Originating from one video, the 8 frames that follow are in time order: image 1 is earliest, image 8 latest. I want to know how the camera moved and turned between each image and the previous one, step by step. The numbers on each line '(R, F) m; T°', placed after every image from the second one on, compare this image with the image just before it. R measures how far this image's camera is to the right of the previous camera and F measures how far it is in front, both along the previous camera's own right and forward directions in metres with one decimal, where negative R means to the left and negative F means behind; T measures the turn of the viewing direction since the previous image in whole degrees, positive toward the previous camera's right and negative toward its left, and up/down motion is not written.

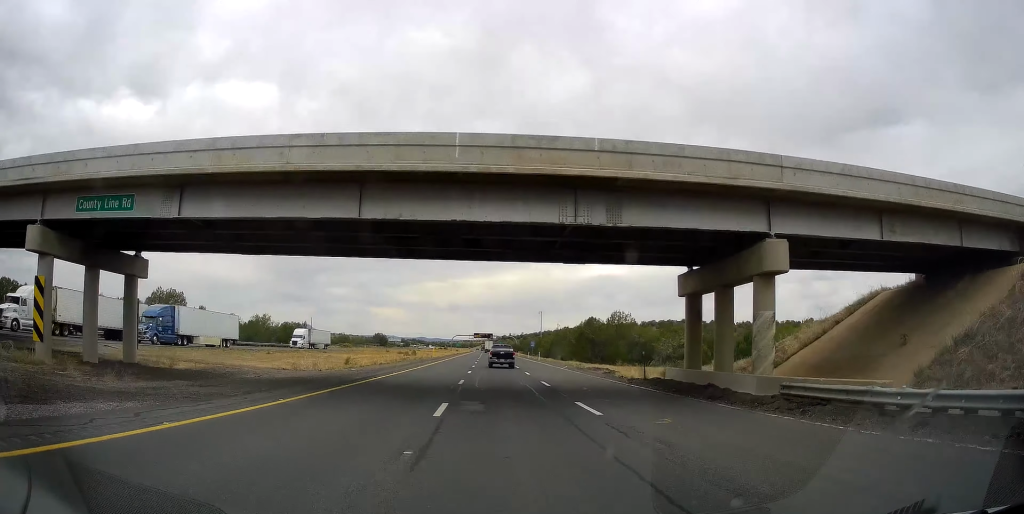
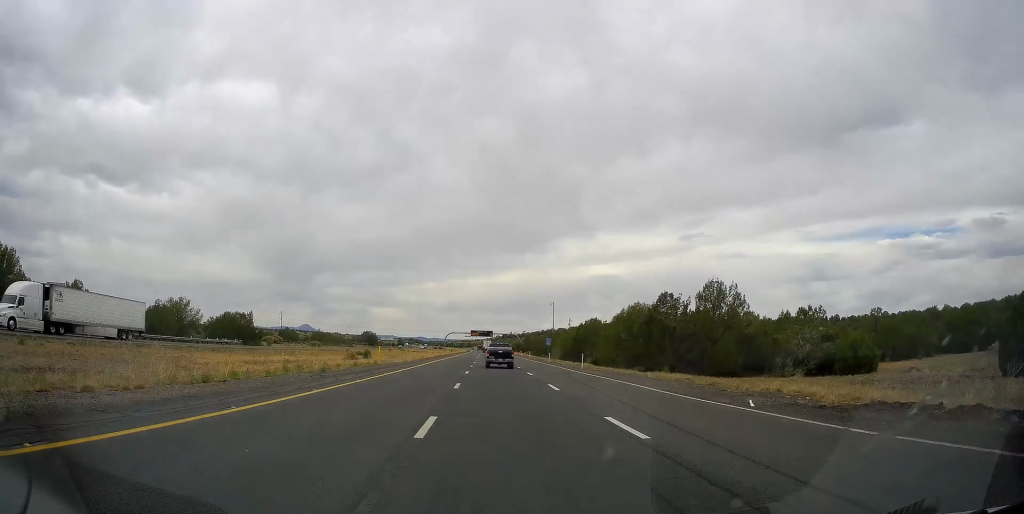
(-0.2, +39.3) m; 0°
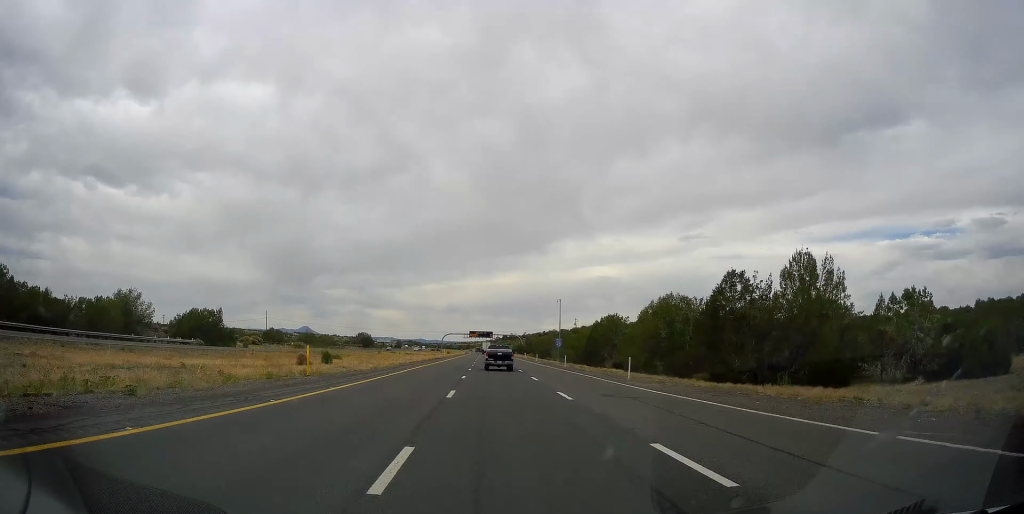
(+0.2, +15.7) m; 0°
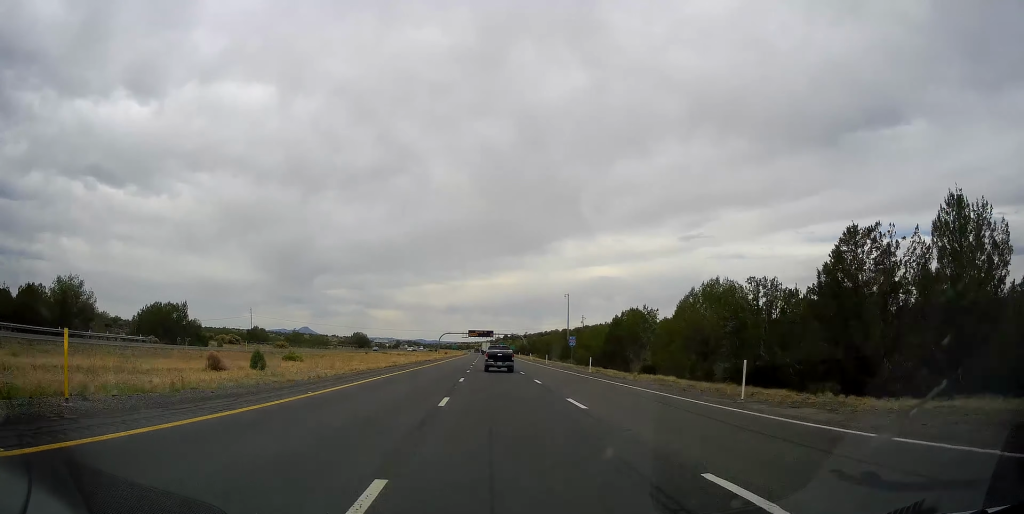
(0.0, +14.5) m; 0°
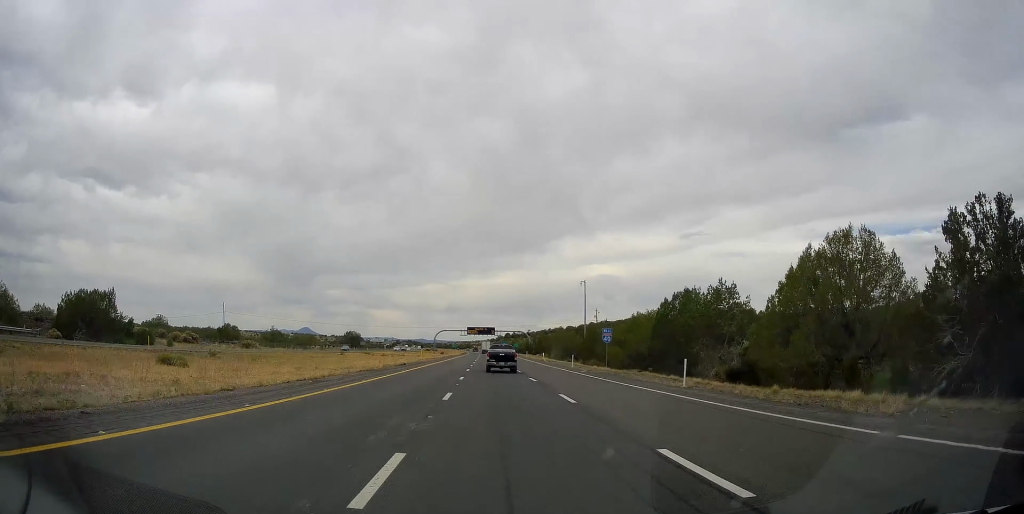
(-0.5, +22.5) m; 0°
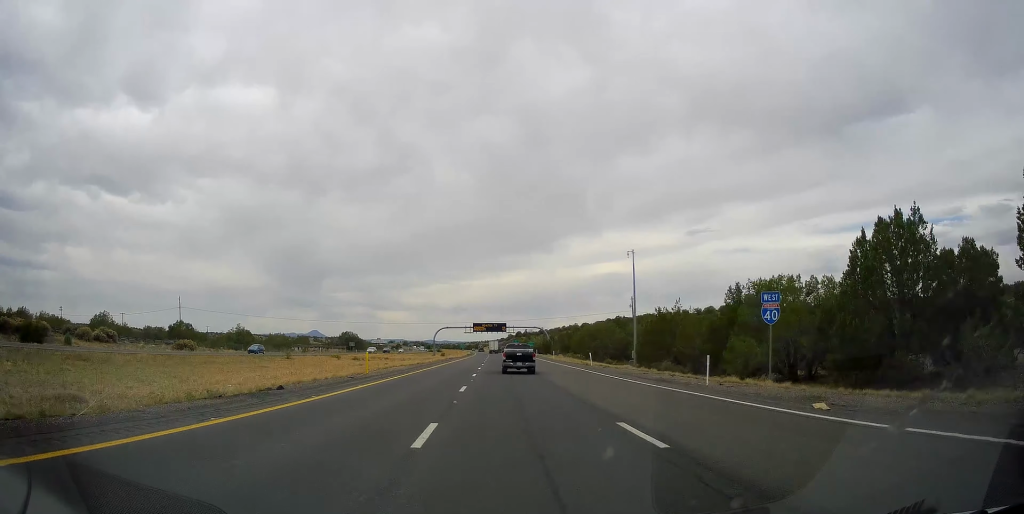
(+0.6, +32.5) m; +1°
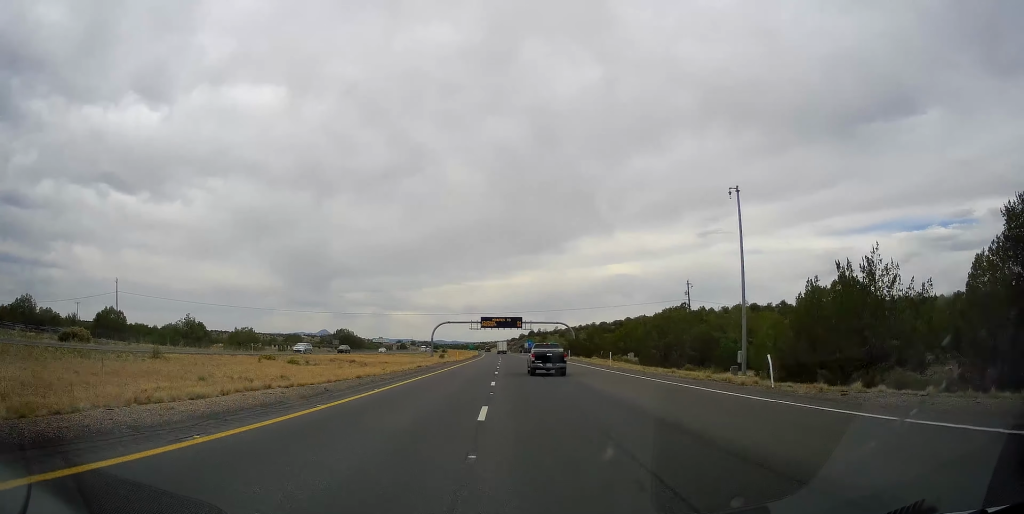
(-0.1, +32.7) m; -1°
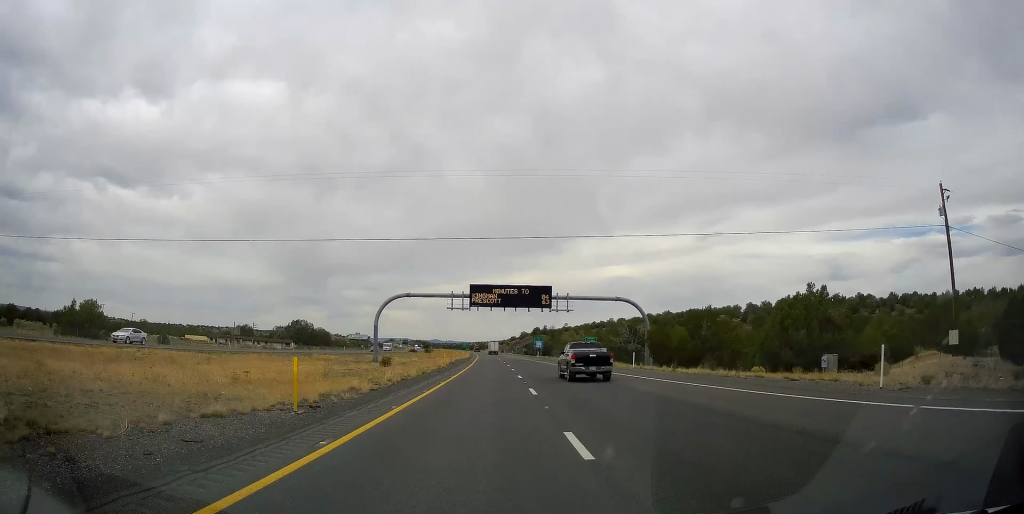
(-1.2, +65.2) m; -1°
